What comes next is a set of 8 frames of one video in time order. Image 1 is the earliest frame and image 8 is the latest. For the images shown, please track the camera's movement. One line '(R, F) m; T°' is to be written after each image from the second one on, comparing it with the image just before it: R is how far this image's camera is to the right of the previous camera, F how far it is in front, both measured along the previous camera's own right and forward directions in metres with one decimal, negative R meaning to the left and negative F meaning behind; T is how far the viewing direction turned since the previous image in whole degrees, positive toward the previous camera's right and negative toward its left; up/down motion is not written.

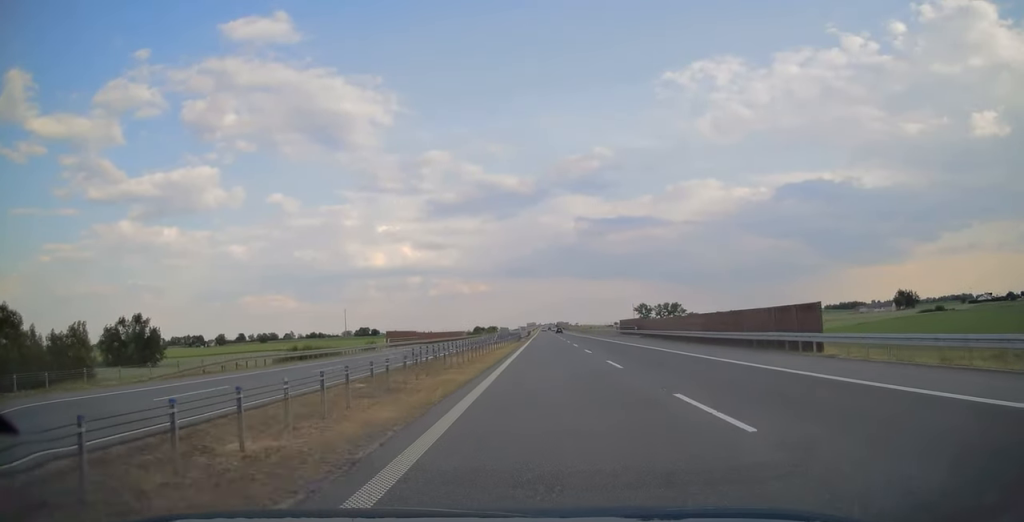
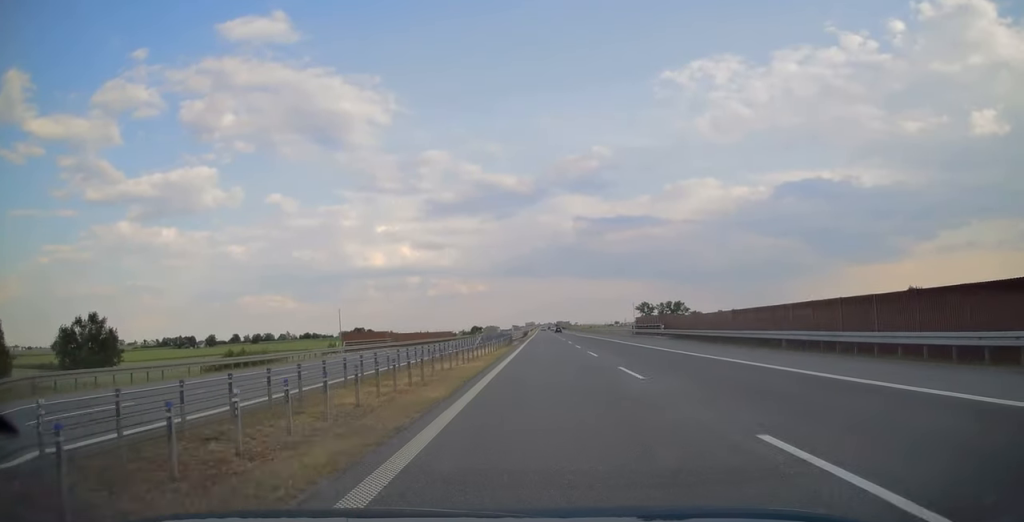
(0.0, +16.8) m; 0°
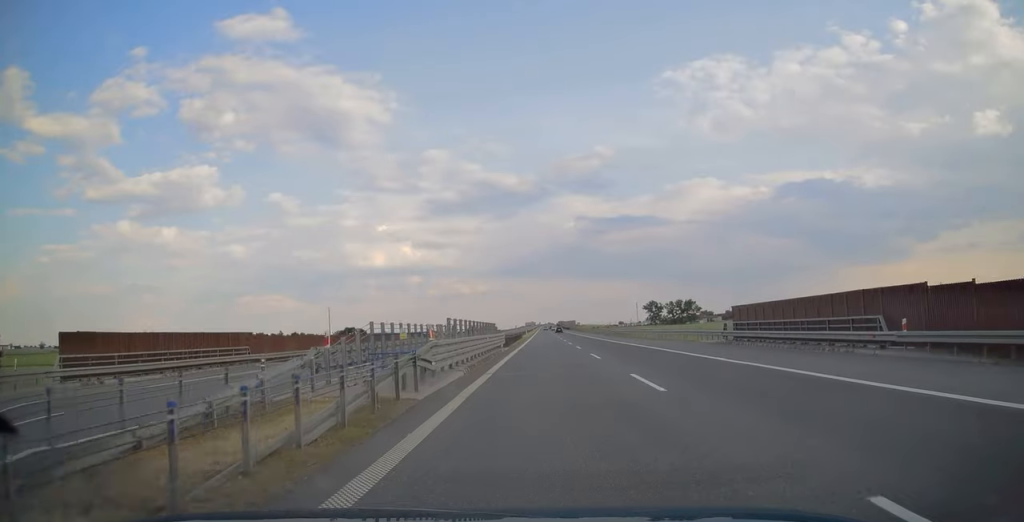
(+0.1, +38.5) m; 0°
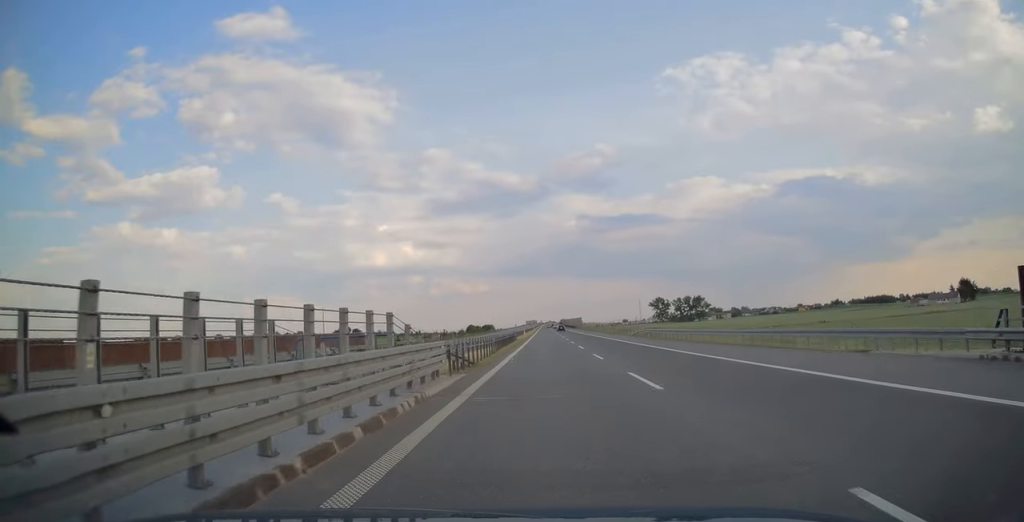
(0.0, +24.4) m; 0°
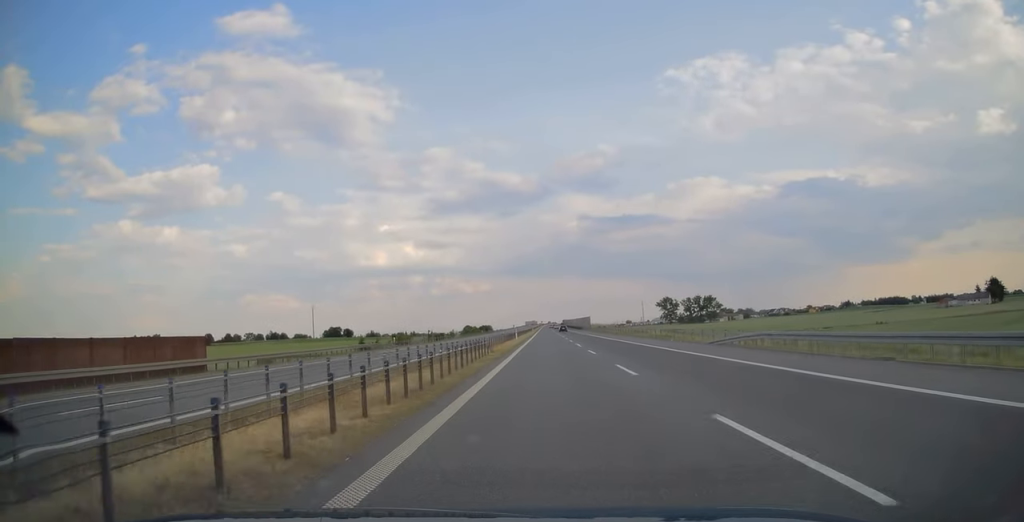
(0.0, +31.5) m; 0°
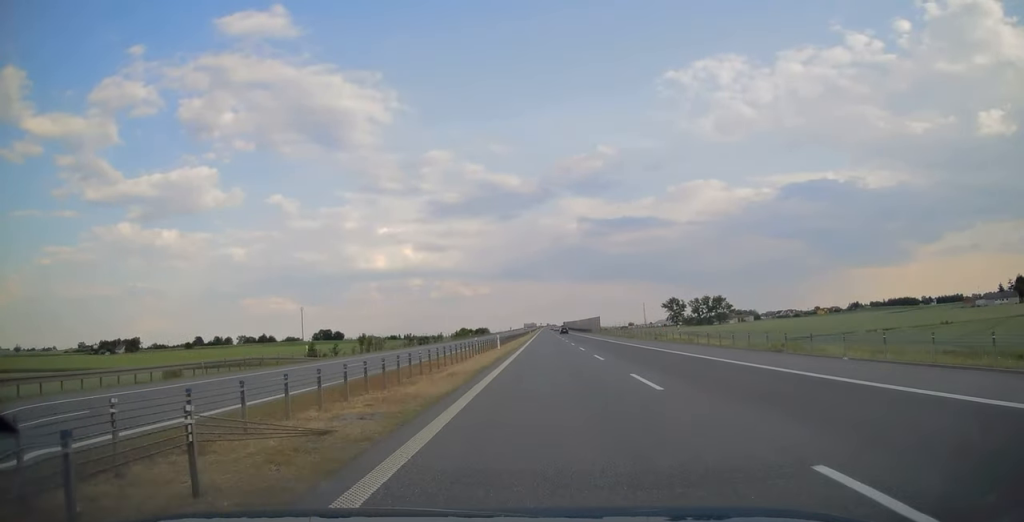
(+0.2, +27.2) m; 0°
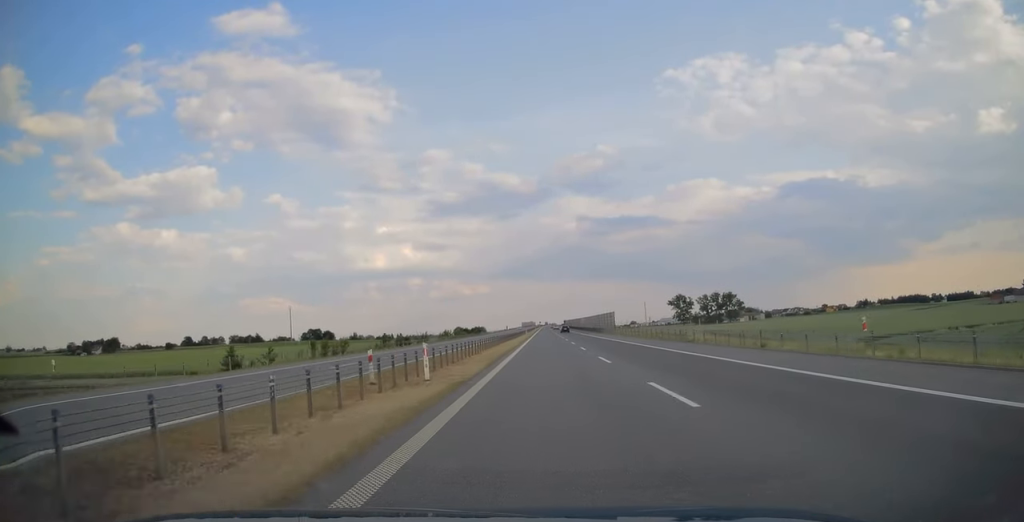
(-0.2, +26.6) m; 0°
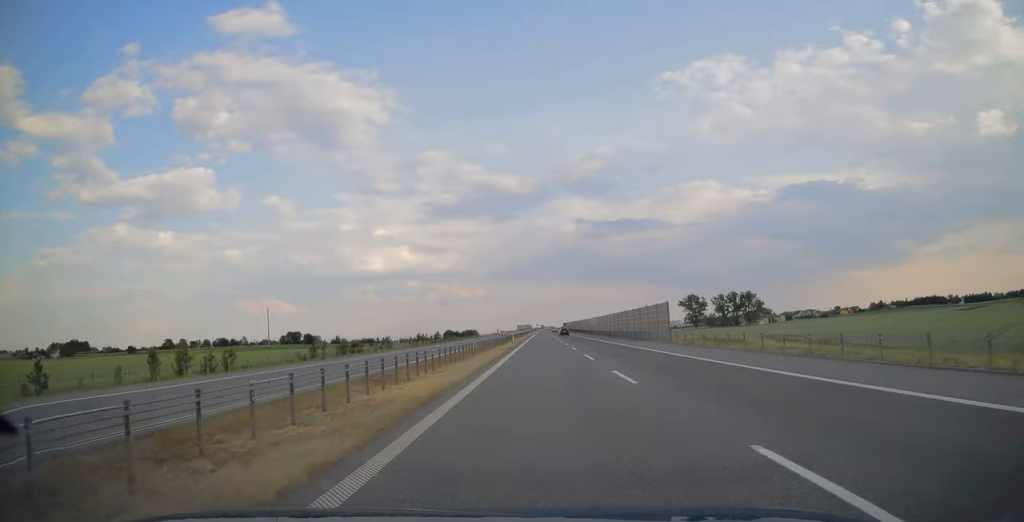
(+0.1, +43.6) m; 0°
